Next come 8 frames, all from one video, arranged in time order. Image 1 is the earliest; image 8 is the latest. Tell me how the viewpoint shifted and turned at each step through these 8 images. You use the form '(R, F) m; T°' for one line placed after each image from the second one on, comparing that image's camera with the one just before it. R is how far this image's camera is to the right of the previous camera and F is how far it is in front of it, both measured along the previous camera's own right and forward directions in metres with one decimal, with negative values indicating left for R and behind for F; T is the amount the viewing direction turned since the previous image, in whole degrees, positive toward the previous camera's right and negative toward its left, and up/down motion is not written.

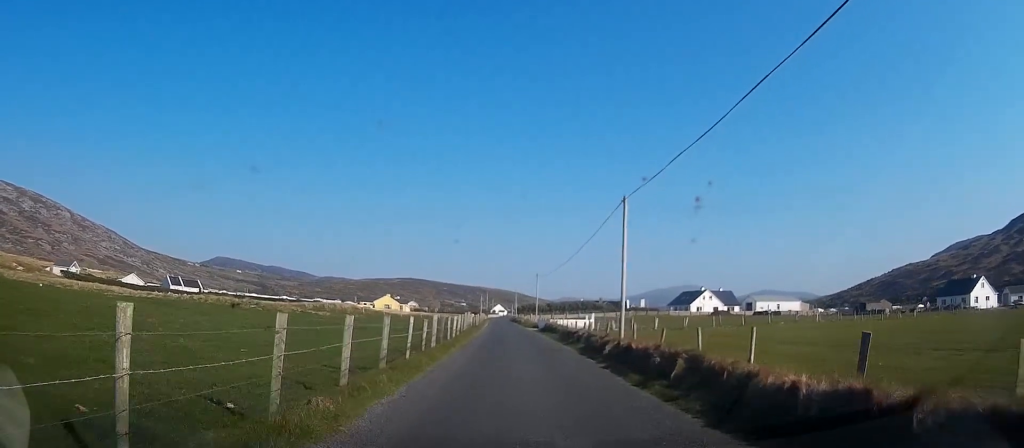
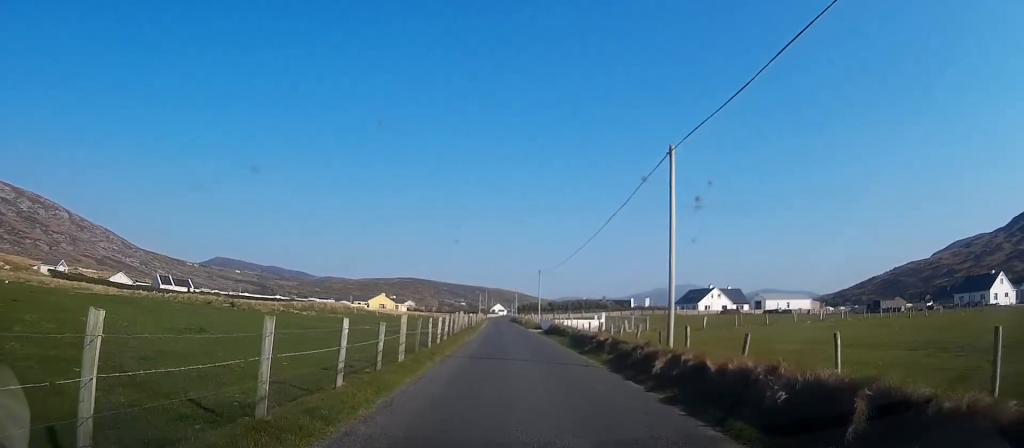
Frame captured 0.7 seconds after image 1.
(0.0, +6.6) m; 0°
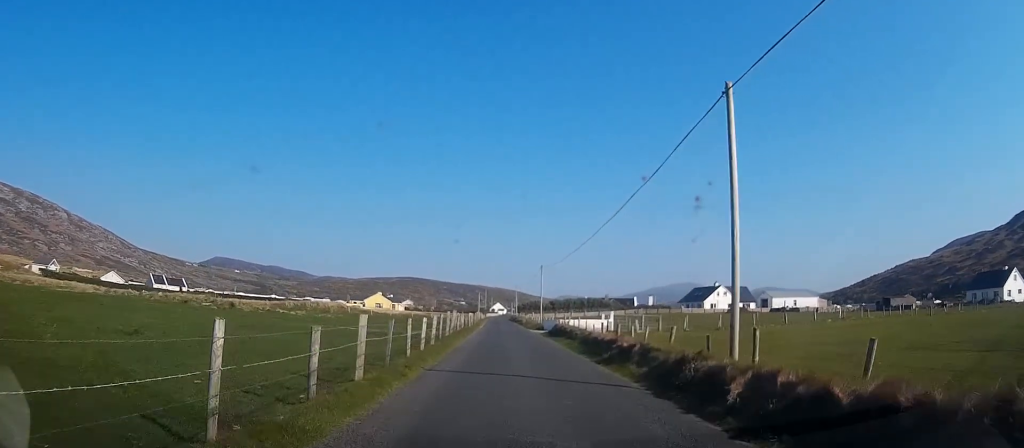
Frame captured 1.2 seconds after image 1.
(0.0, +4.4) m; 0°
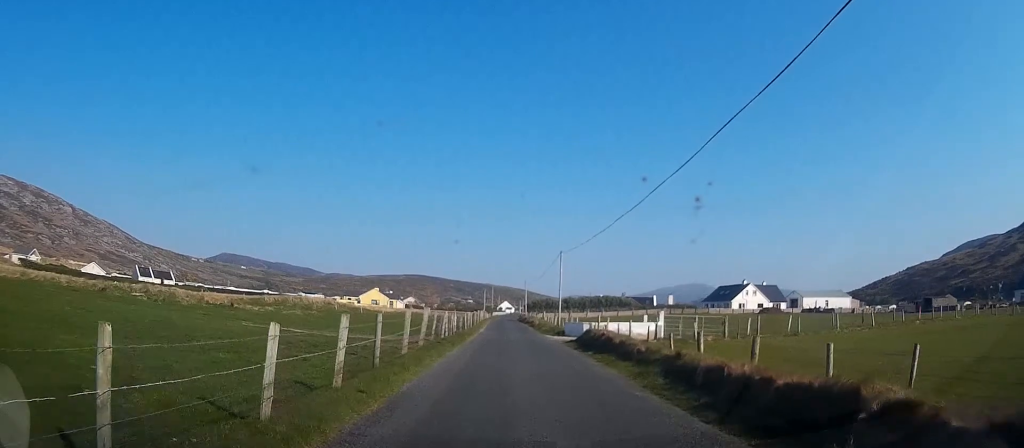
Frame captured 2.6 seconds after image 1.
(0.0, +13.3) m; +1°
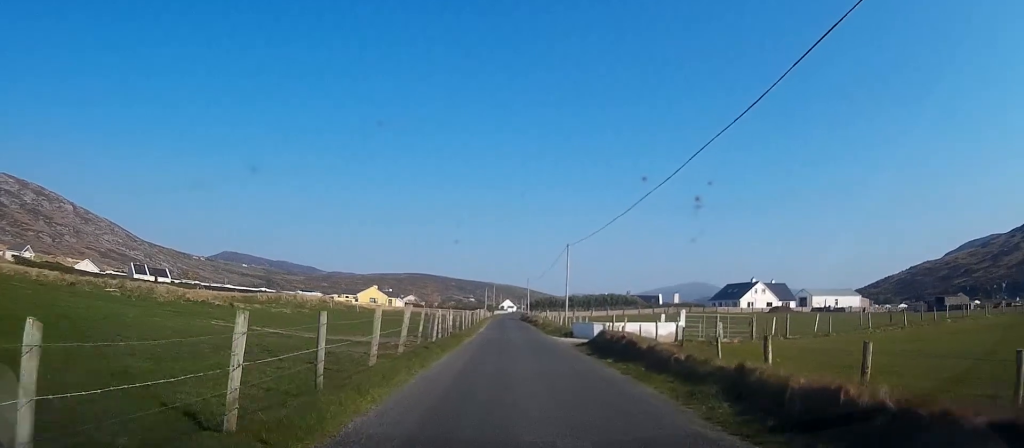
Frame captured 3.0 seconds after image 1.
(0.0, +3.8) m; +1°
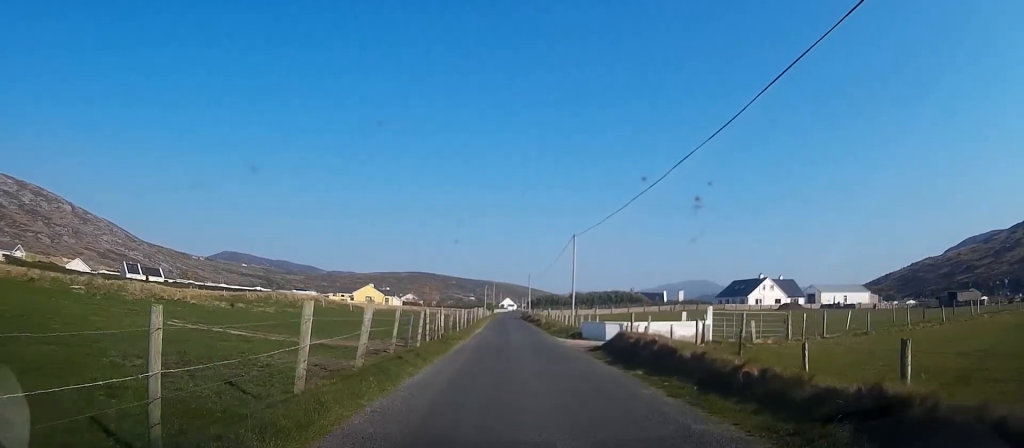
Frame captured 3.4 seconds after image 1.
(0.0, +4.1) m; +1°
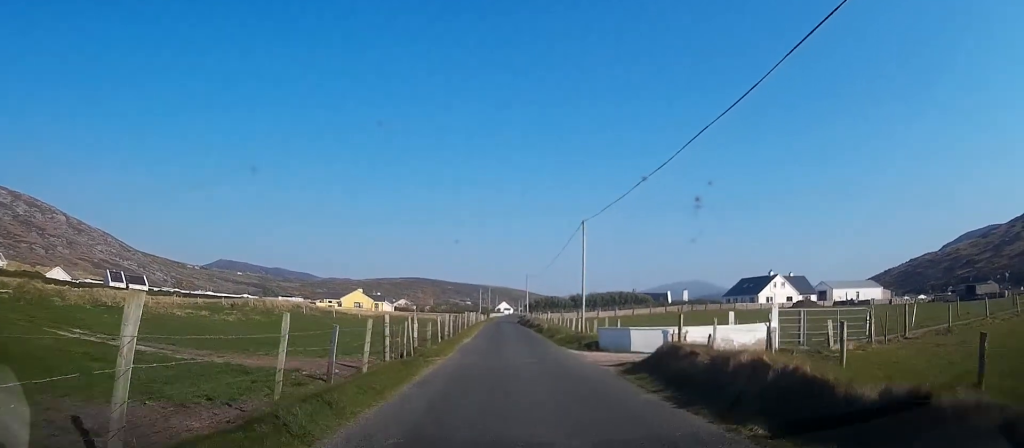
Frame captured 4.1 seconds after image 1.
(+0.3, +7.0) m; 0°
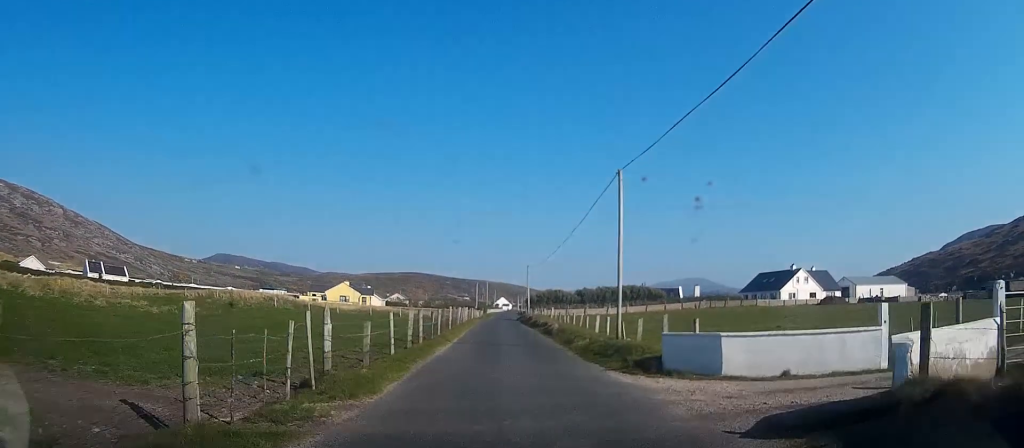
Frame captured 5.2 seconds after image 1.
(-0.3, +10.1) m; -2°
